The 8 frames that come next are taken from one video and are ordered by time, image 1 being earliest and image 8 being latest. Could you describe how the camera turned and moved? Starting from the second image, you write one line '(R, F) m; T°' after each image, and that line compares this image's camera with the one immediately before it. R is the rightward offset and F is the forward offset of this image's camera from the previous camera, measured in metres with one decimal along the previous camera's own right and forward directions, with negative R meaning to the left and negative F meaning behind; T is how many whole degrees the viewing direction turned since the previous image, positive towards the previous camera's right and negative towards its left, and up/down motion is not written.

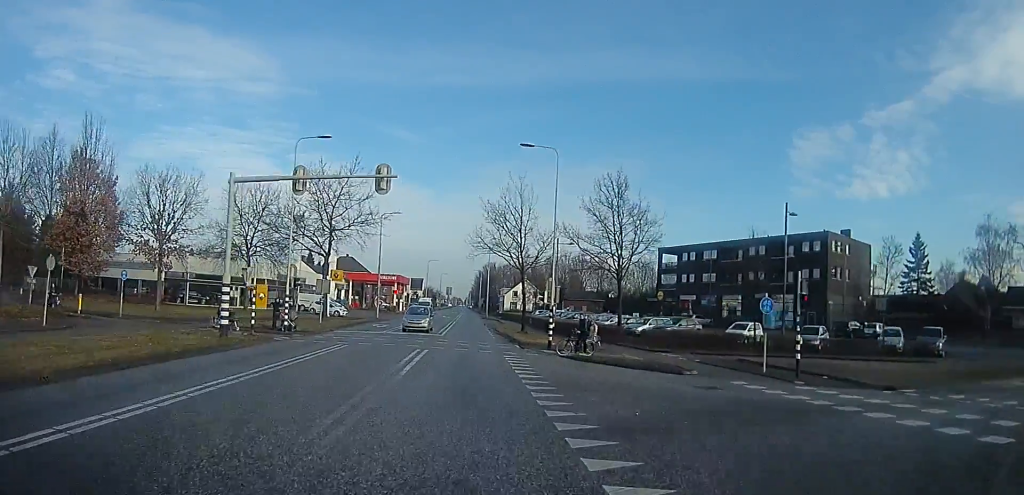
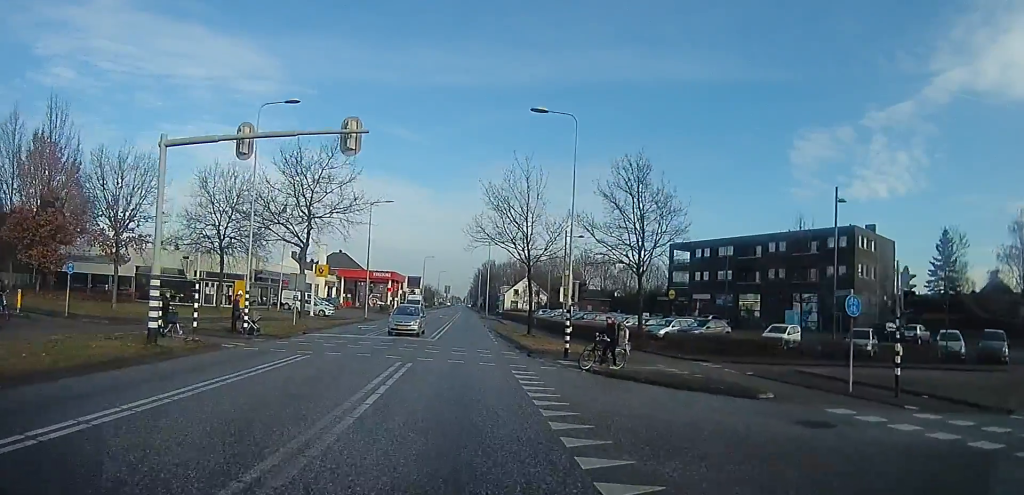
(0.0, +5.1) m; 0°
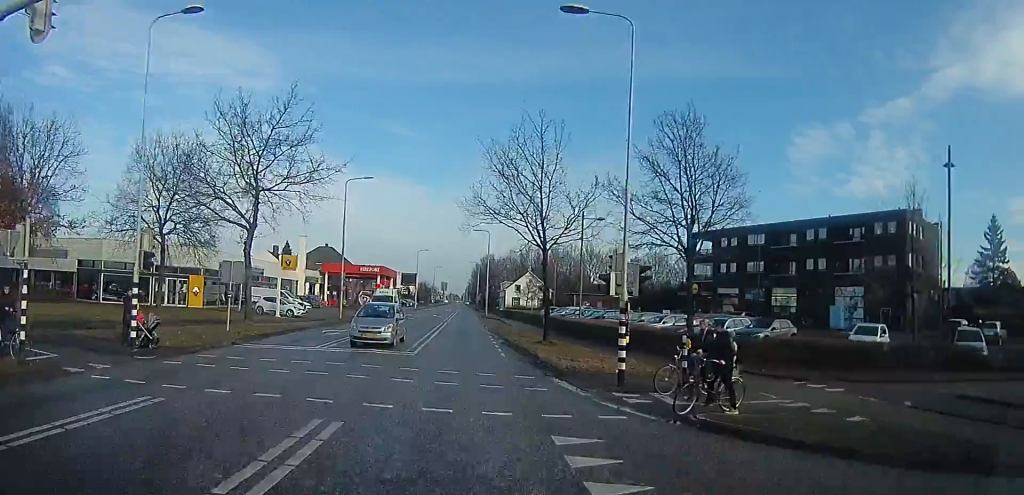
(0.0, +8.2) m; 0°
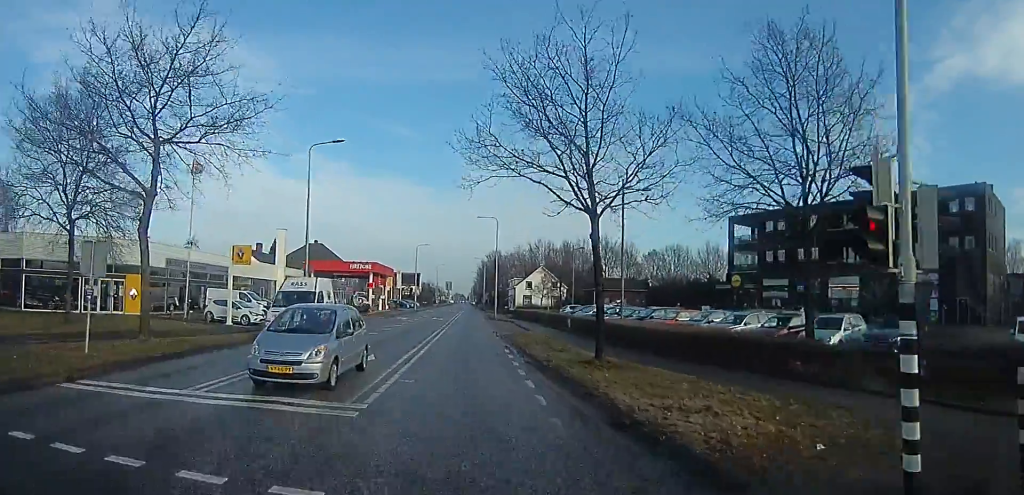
(0.0, +9.0) m; 0°
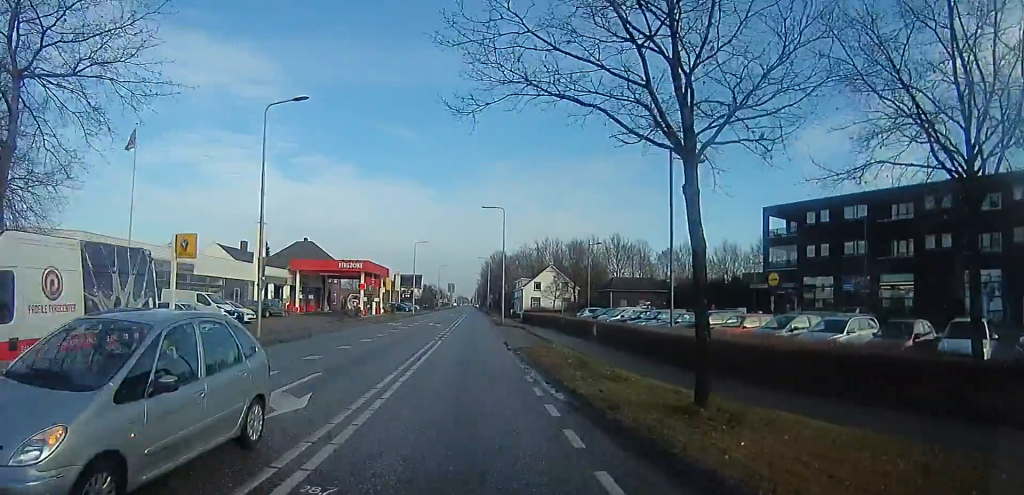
(0.0, +6.4) m; 0°
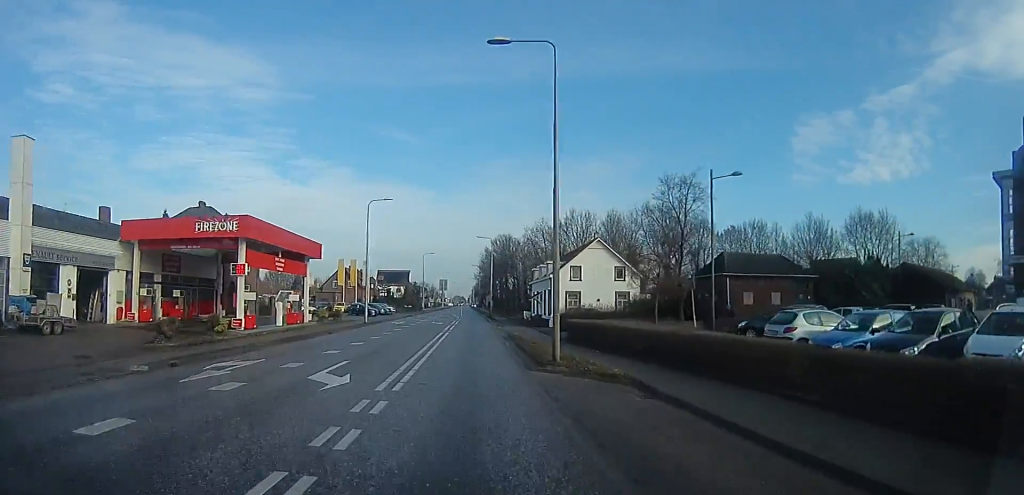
(0.0, +28.8) m; 0°
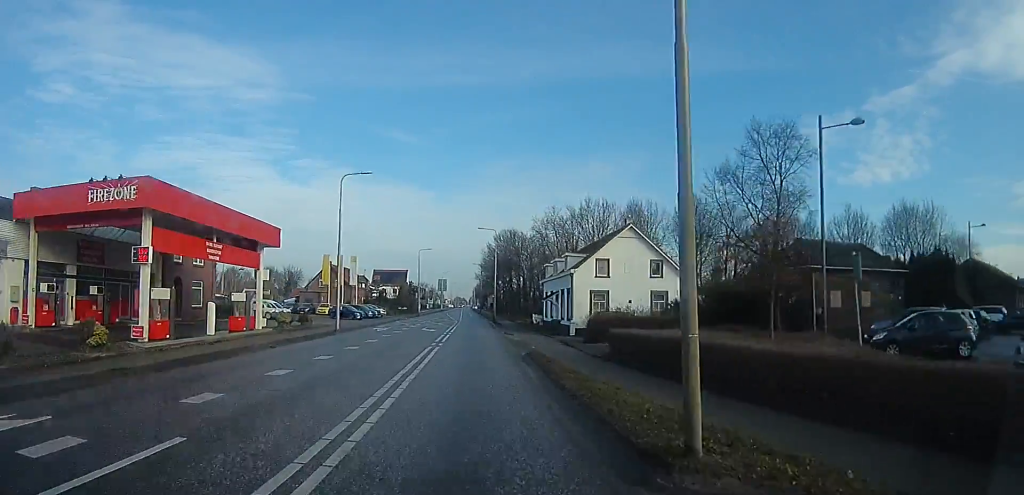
(0.0, +8.8) m; 0°
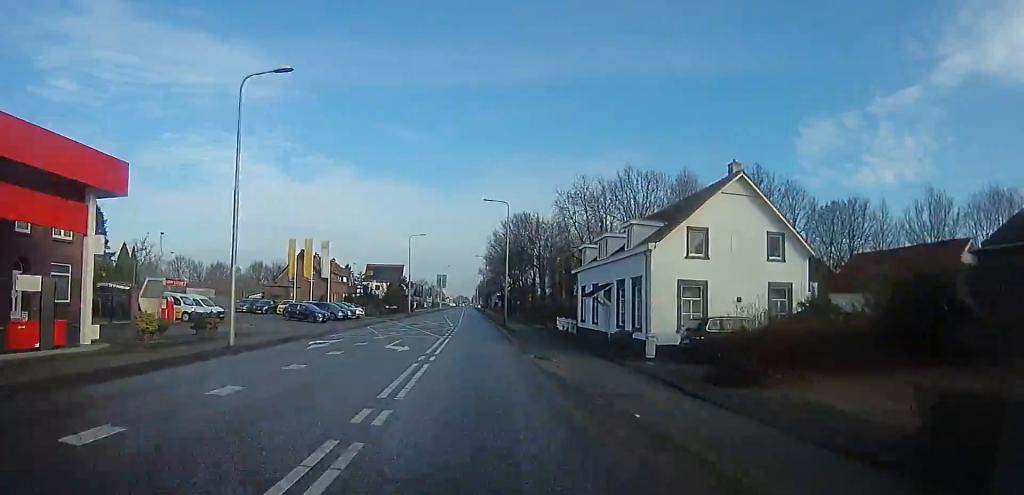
(0.0, +15.1) m; 0°
